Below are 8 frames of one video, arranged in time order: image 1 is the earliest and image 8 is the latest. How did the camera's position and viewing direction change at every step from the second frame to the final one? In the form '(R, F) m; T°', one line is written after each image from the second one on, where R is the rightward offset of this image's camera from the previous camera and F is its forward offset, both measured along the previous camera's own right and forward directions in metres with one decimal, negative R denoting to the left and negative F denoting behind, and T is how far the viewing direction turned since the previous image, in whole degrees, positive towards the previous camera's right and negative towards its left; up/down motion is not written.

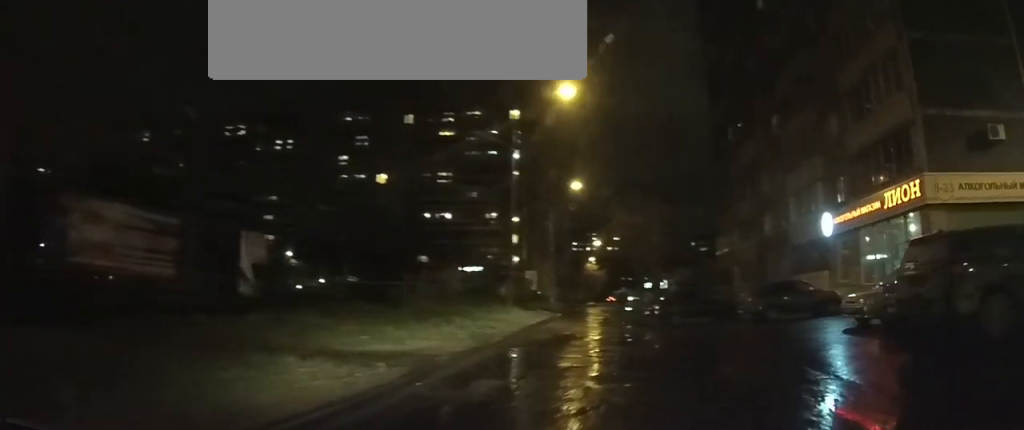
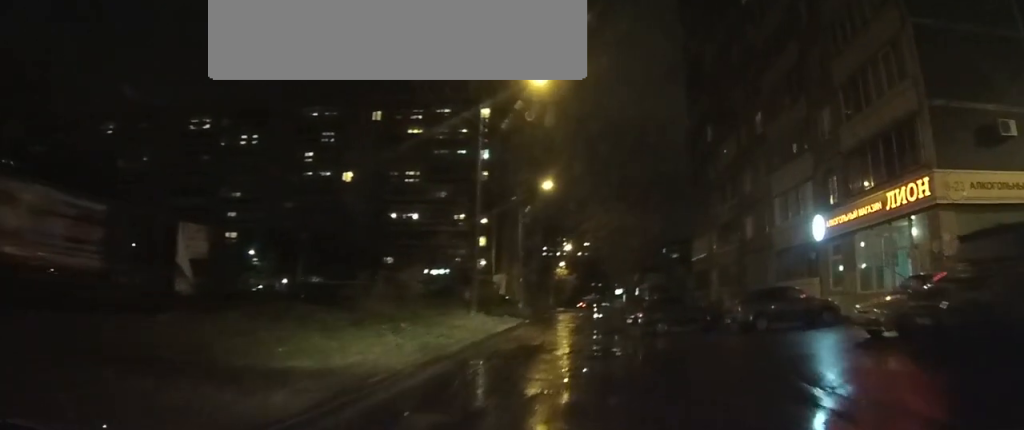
(+0.1, +1.9) m; +4°
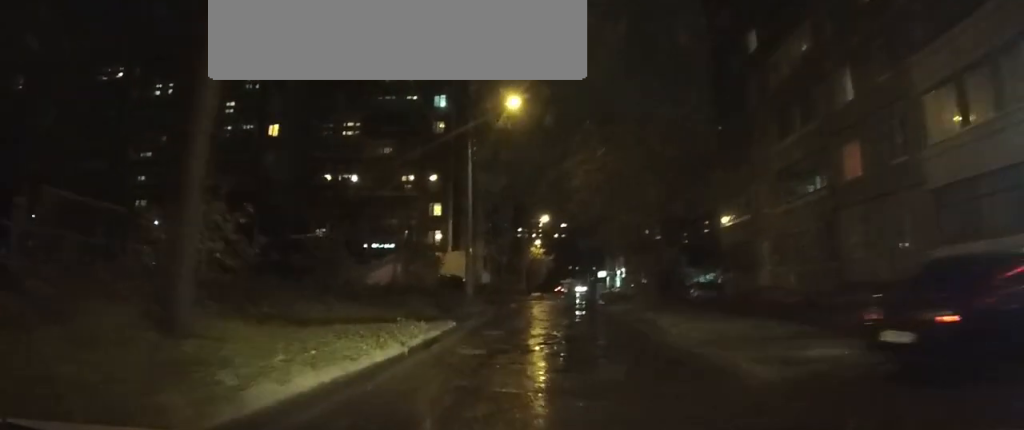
(+0.8, +14.5) m; +5°
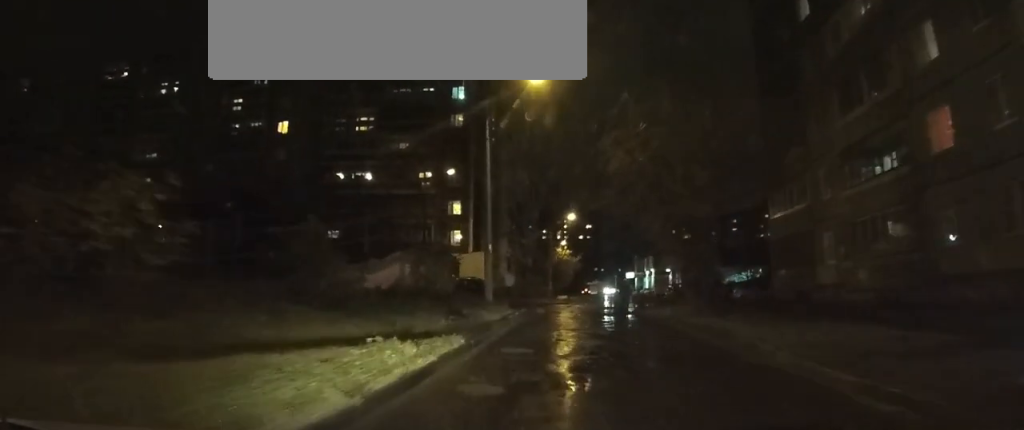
(0.0, +4.1) m; +1°
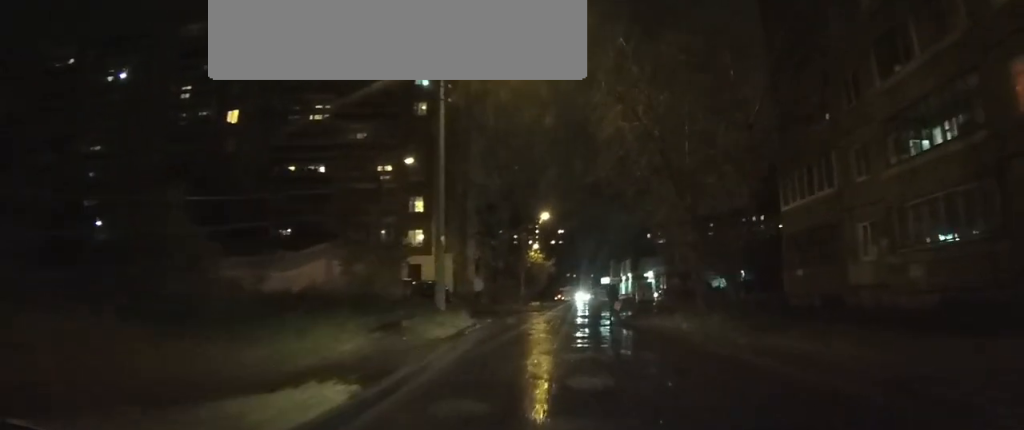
(0.0, +5.4) m; 0°
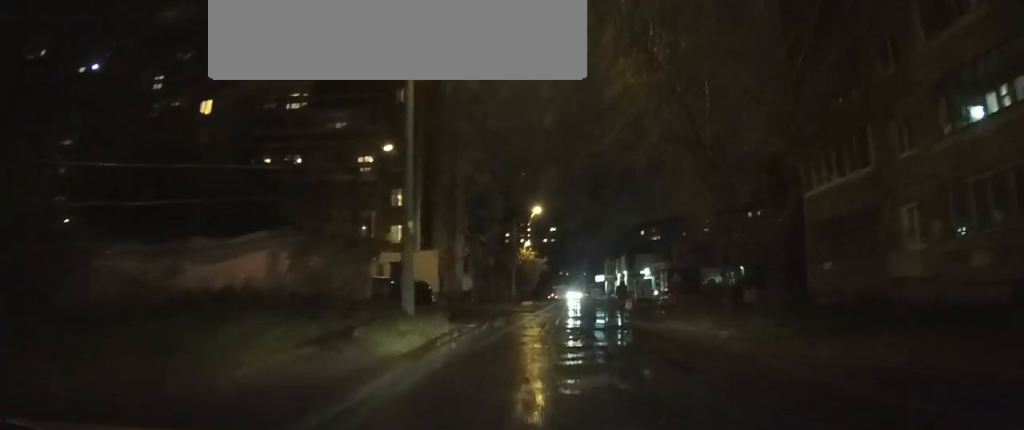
(0.0, +3.3) m; 0°
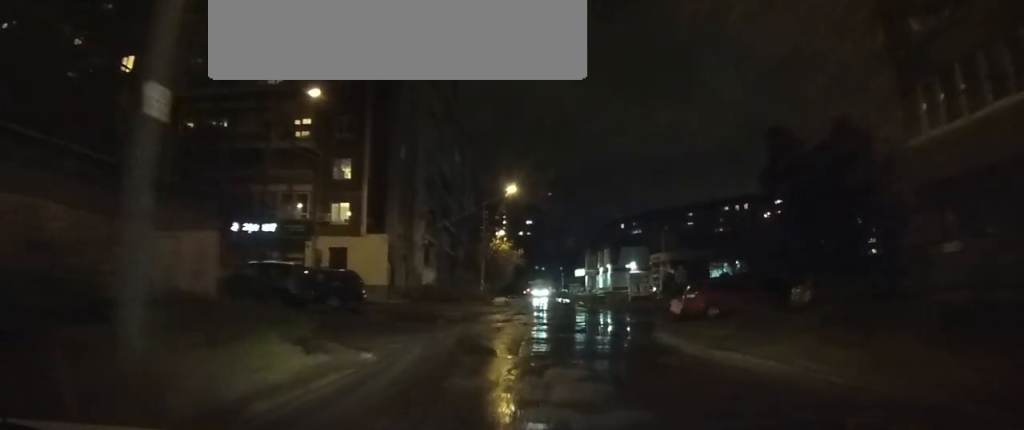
(+0.1, +8.8) m; +1°
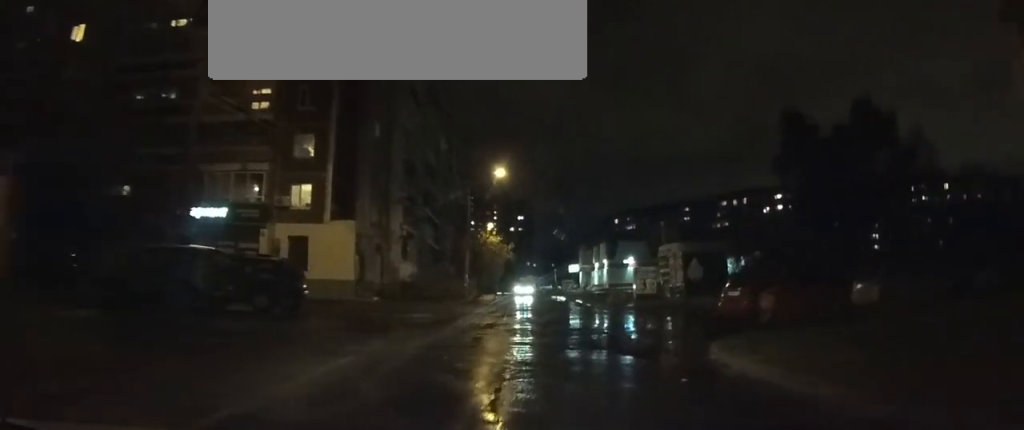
(0.0, +5.3) m; +1°
